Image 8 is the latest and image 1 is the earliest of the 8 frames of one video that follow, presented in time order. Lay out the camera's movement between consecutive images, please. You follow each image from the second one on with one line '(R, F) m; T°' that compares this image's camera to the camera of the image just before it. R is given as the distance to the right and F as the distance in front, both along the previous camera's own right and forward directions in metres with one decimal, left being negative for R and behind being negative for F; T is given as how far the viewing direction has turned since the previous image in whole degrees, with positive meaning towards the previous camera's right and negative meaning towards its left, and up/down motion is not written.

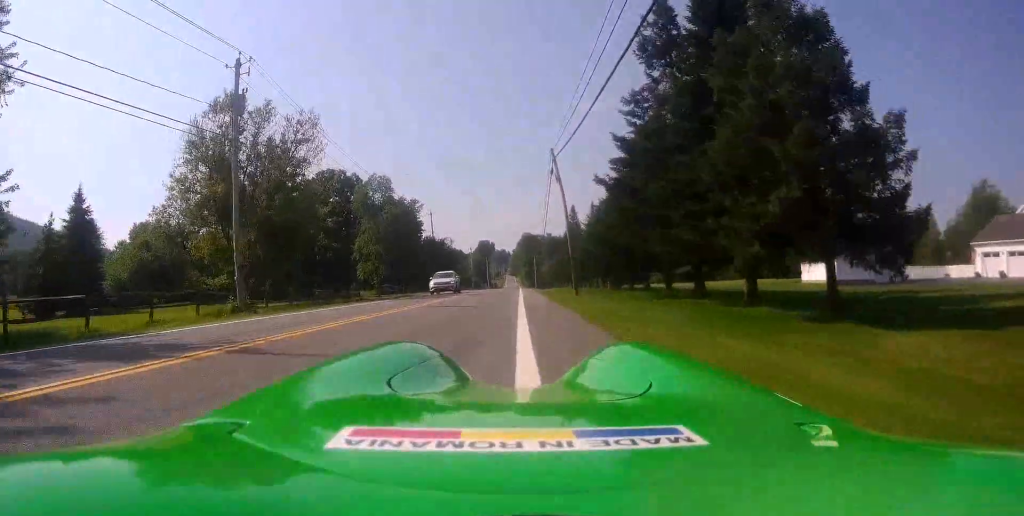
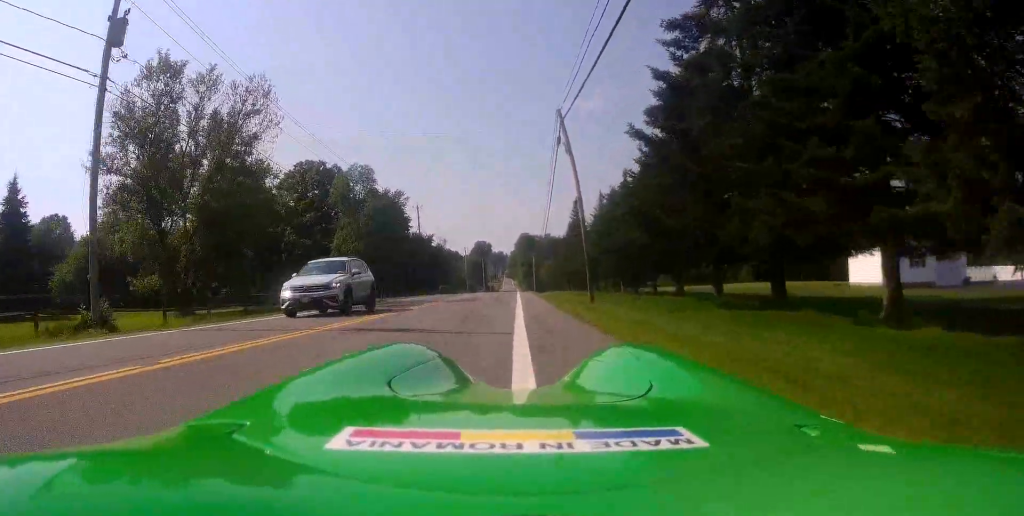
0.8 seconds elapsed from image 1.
(-0.3, +8.8) m; 0°
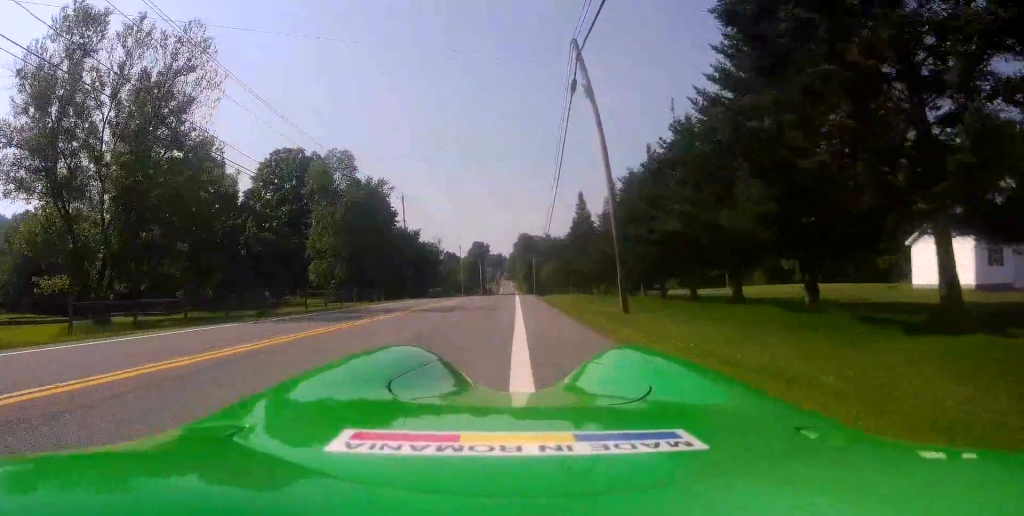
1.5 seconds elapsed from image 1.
(-0.2, +8.3) m; +4°
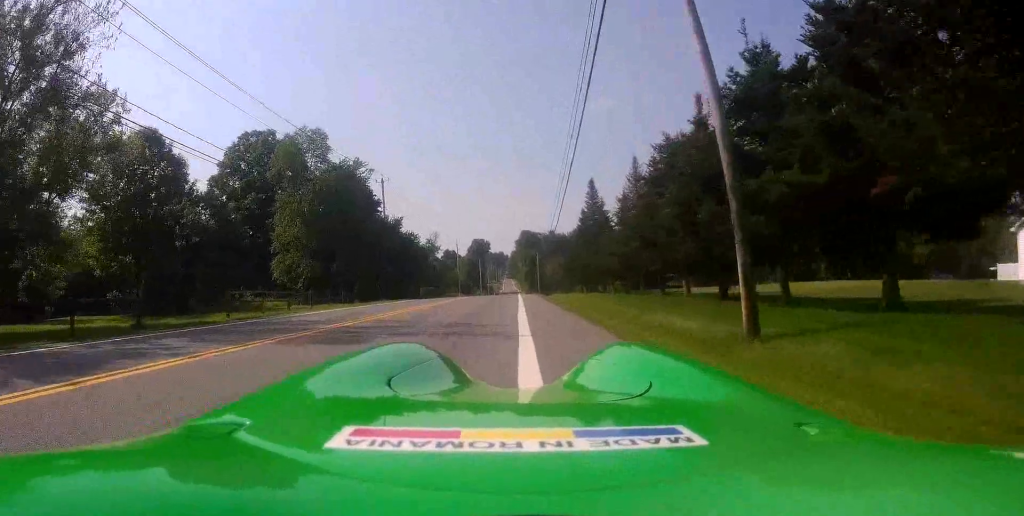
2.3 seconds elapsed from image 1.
(+1.0, +9.8) m; +2°
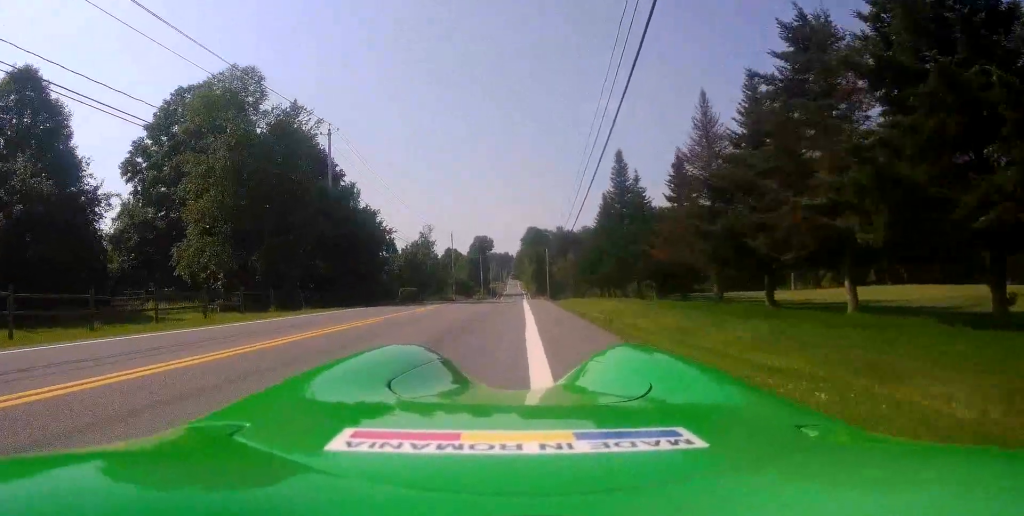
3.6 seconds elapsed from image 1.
(-0.7, +15.9) m; -3°
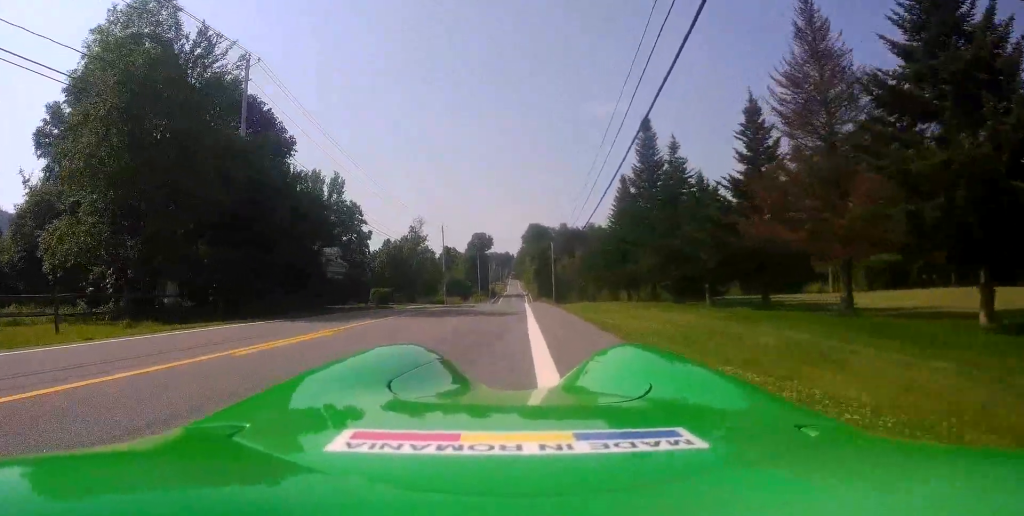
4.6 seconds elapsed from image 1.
(0.0, +11.5) m; +1°
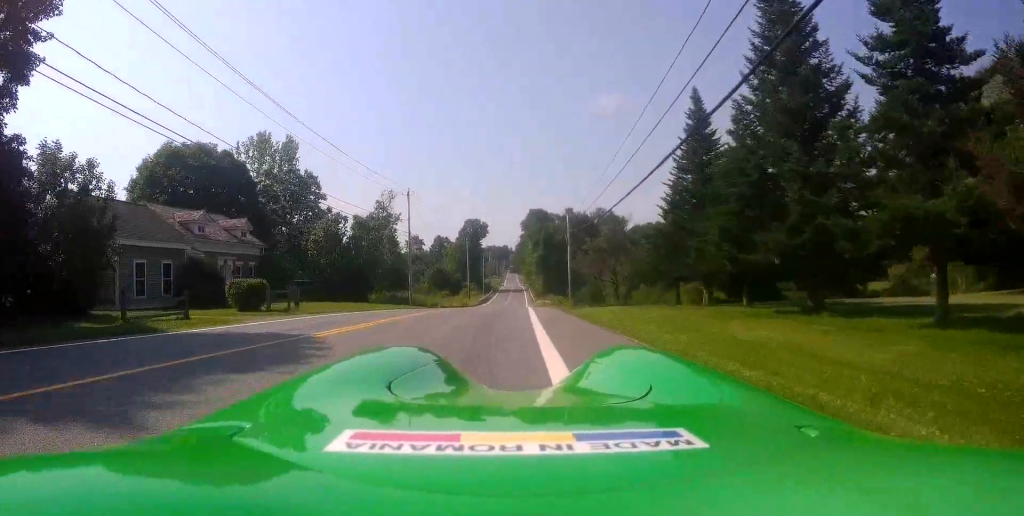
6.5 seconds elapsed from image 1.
(-0.8, +23.6) m; -4°
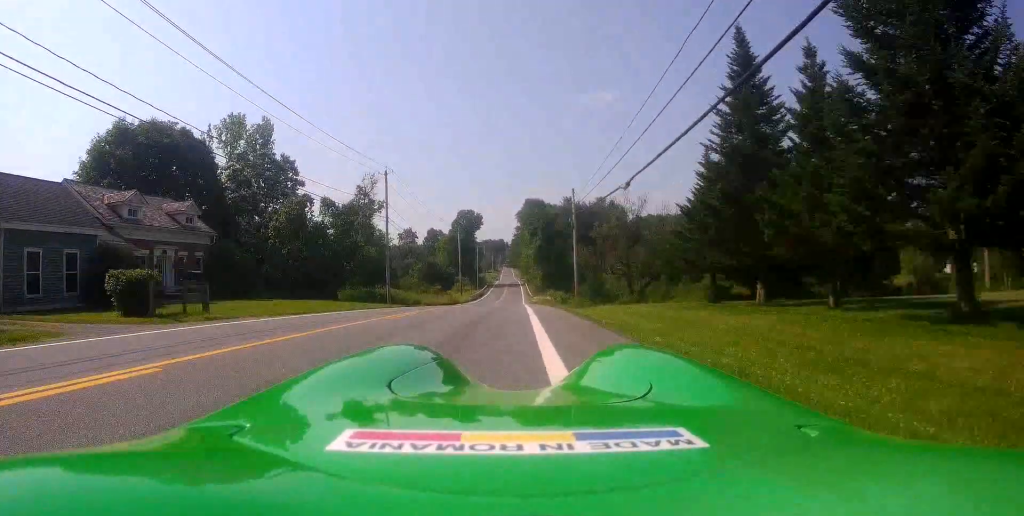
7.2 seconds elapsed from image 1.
(+0.3, +7.6) m; 0°
